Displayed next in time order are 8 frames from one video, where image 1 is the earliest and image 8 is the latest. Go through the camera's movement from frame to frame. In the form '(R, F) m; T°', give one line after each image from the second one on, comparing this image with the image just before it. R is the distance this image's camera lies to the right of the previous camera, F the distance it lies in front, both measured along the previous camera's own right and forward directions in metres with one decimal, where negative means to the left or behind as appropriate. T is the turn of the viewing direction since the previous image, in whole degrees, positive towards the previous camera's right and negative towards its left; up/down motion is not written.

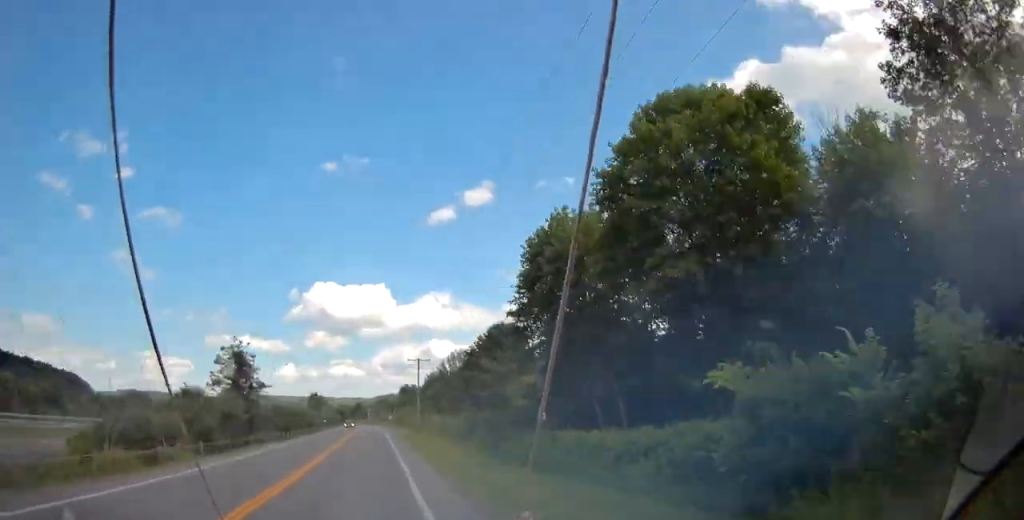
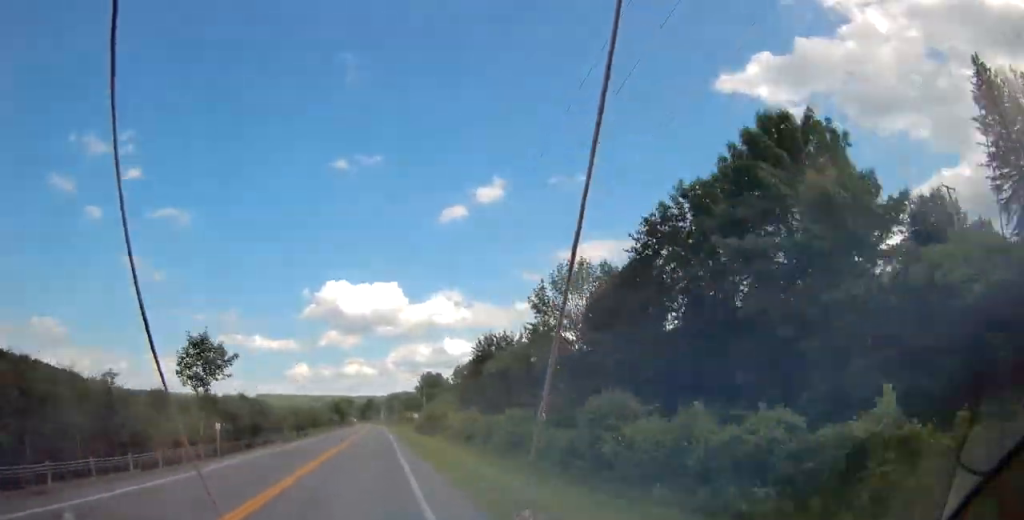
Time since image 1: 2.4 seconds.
(0.0, +61.6) m; 0°
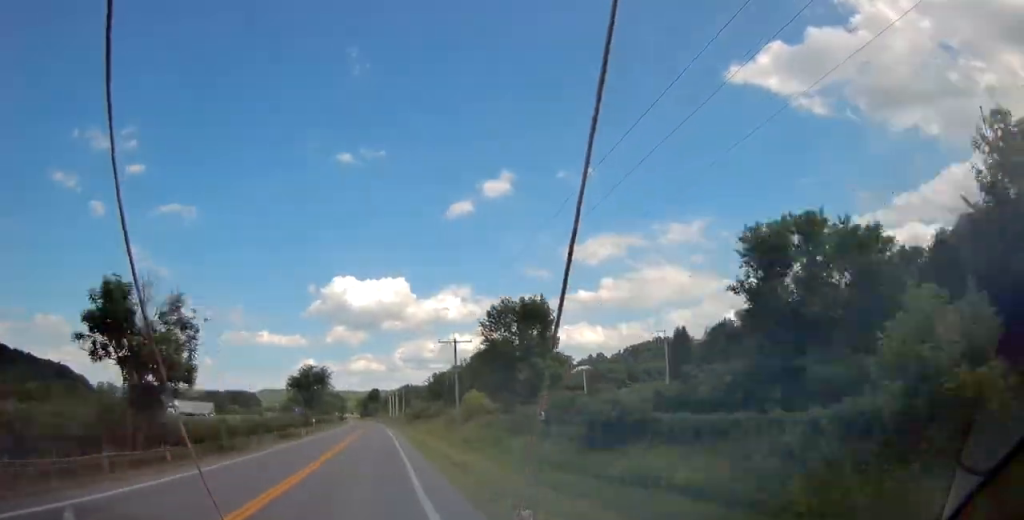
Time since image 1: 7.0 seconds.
(-1.6, +118.9) m; -2°
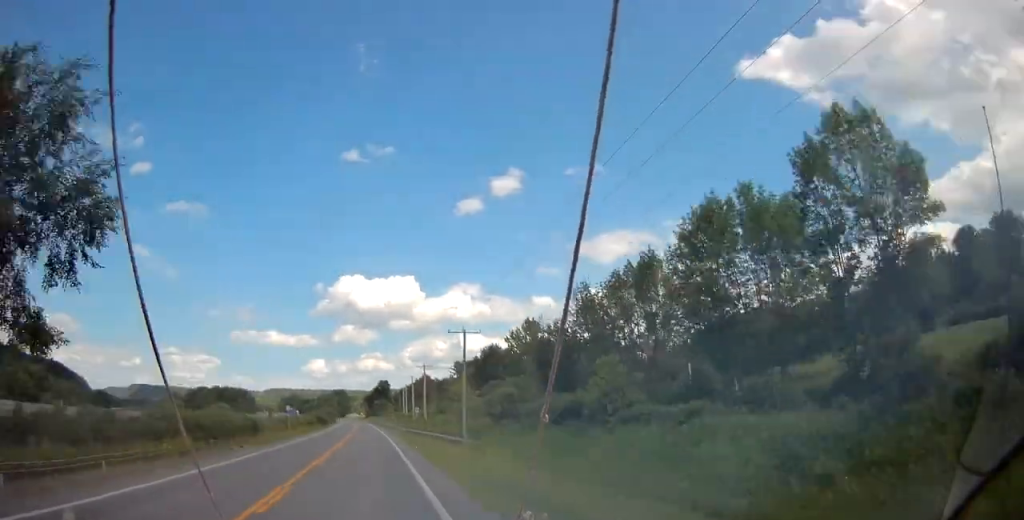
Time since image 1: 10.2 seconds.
(-0.7, +83.0) m; -1°
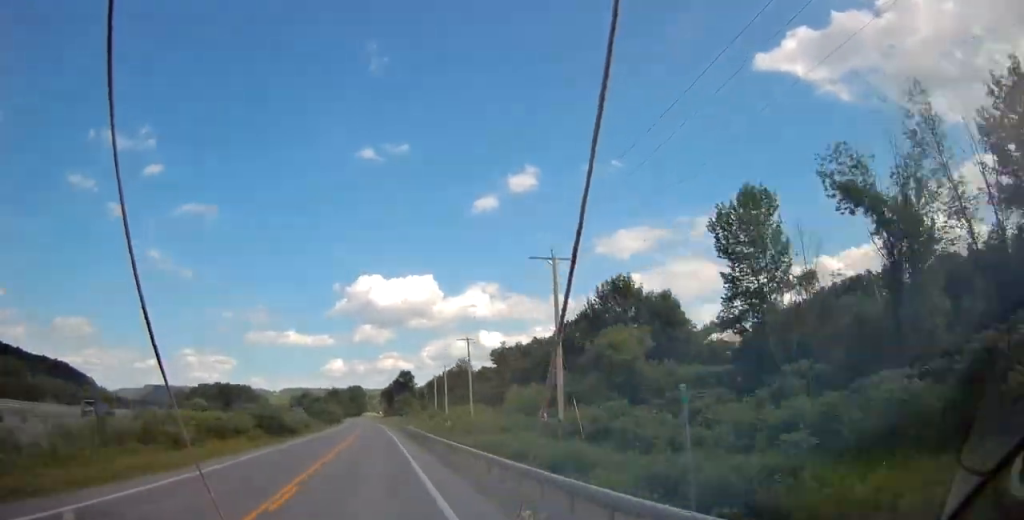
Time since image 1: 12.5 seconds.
(-0.4, +59.6) m; -1°
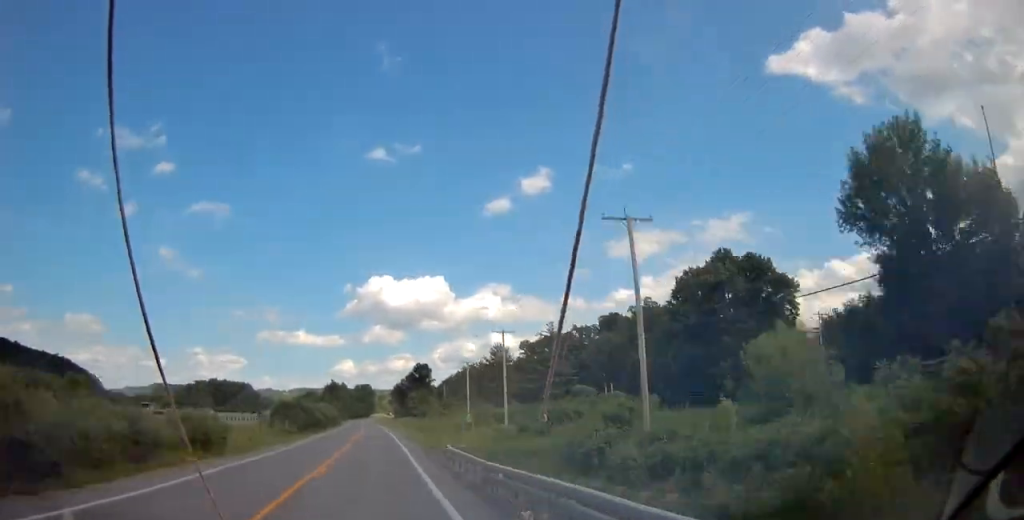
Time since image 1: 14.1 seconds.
(-0.7, +41.3) m; -1°
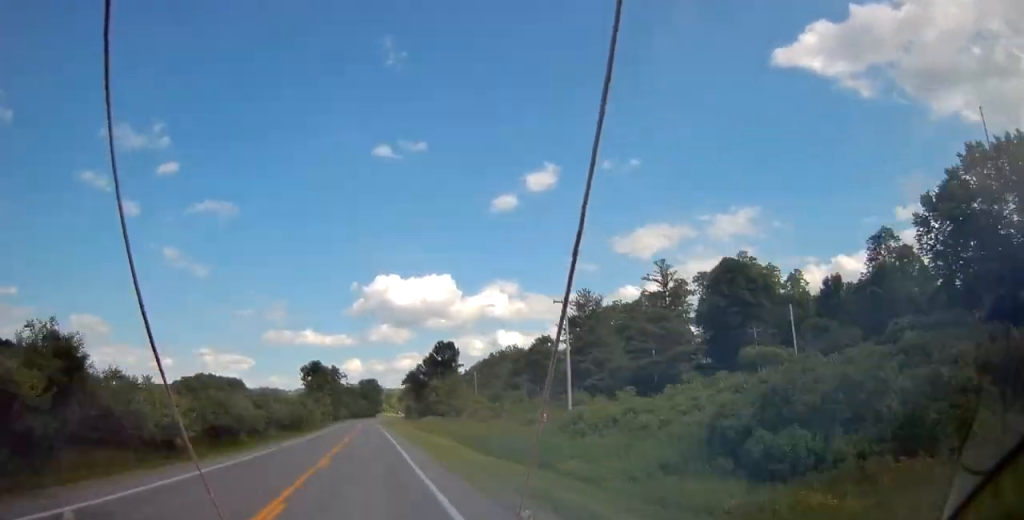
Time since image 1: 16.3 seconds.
(-0.7, +56.8) m; -1°
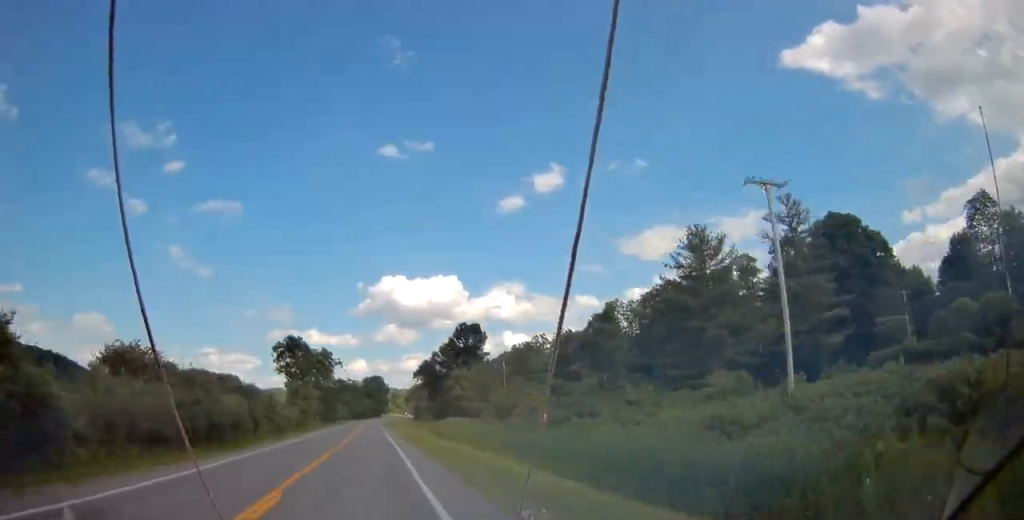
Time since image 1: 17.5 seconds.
(-0.1, +30.9) m; 0°
